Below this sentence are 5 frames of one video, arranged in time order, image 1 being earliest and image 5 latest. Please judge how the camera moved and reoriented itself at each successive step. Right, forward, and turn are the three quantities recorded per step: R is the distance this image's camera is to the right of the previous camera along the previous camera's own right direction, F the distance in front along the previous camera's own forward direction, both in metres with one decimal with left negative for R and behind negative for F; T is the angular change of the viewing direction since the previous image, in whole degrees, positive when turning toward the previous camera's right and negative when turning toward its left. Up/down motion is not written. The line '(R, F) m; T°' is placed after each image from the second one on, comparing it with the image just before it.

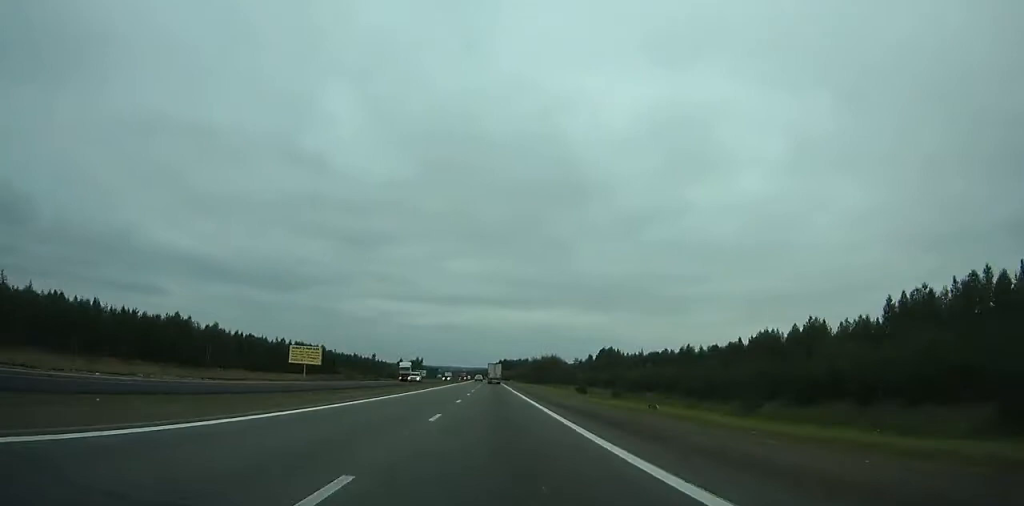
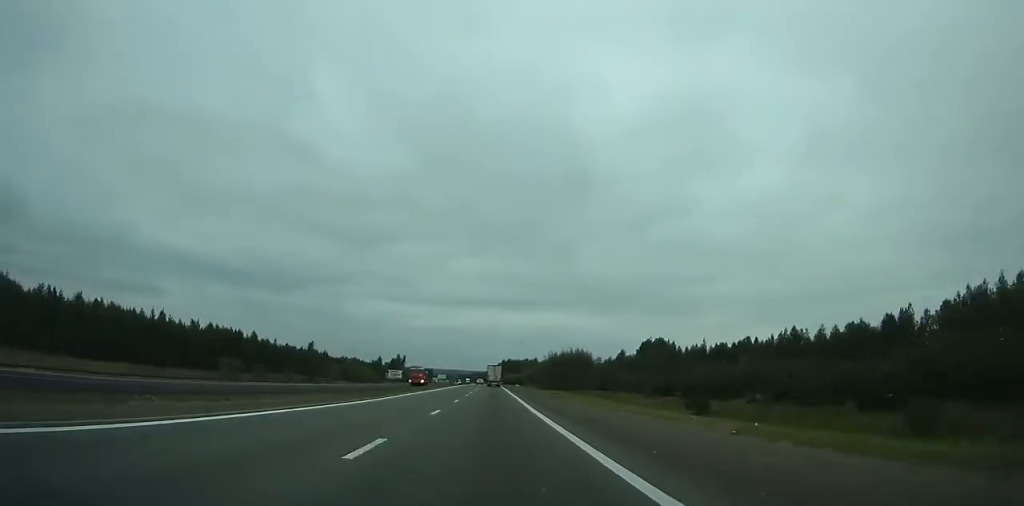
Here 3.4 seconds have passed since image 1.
(-0.2, +83.0) m; 0°
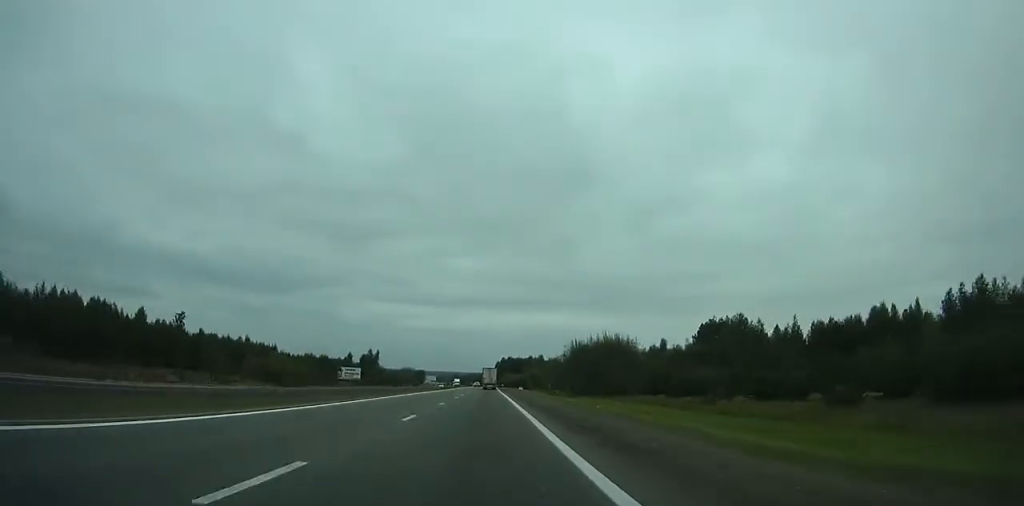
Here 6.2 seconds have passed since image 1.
(-0.2, +65.3) m; 0°
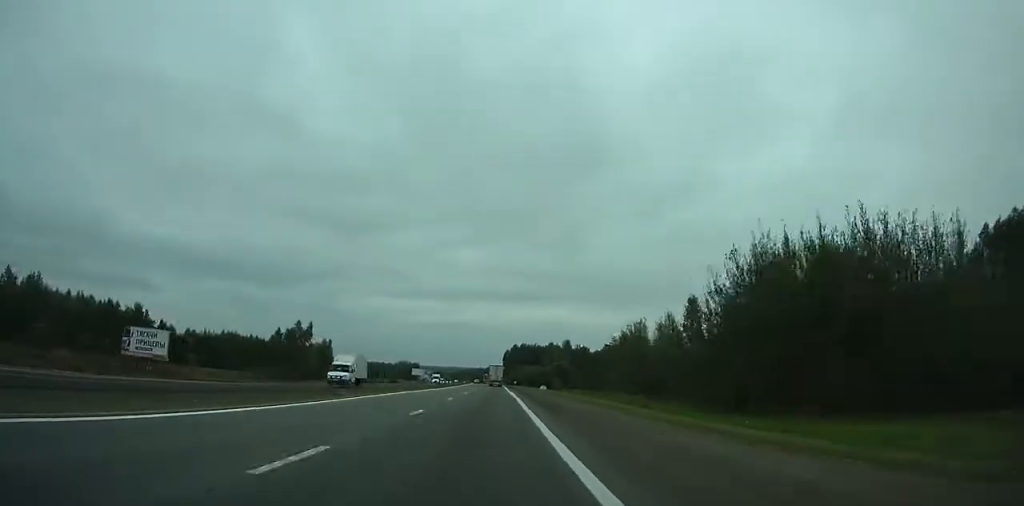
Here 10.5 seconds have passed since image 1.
(0.0, +95.9) m; 0°
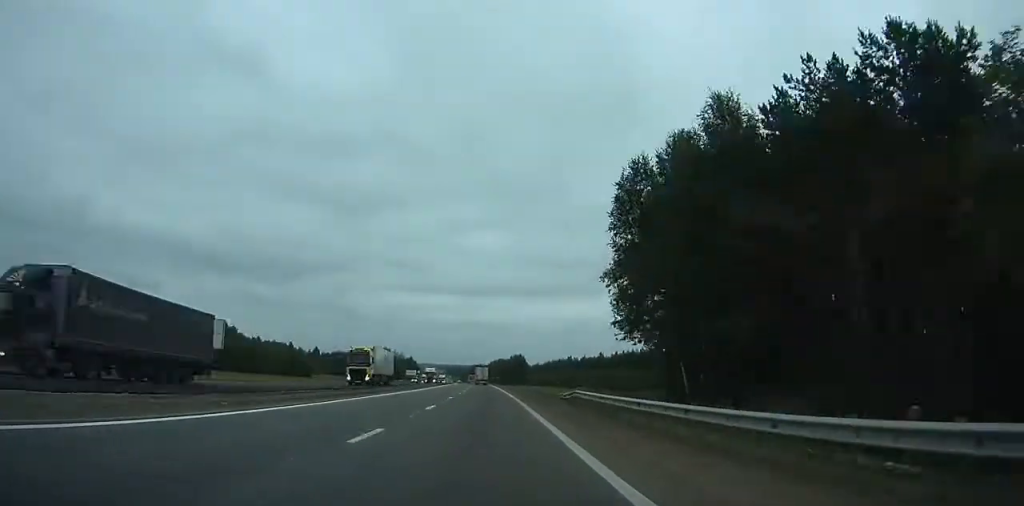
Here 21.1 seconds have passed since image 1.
(-3.4, +225.0) m; -3°
